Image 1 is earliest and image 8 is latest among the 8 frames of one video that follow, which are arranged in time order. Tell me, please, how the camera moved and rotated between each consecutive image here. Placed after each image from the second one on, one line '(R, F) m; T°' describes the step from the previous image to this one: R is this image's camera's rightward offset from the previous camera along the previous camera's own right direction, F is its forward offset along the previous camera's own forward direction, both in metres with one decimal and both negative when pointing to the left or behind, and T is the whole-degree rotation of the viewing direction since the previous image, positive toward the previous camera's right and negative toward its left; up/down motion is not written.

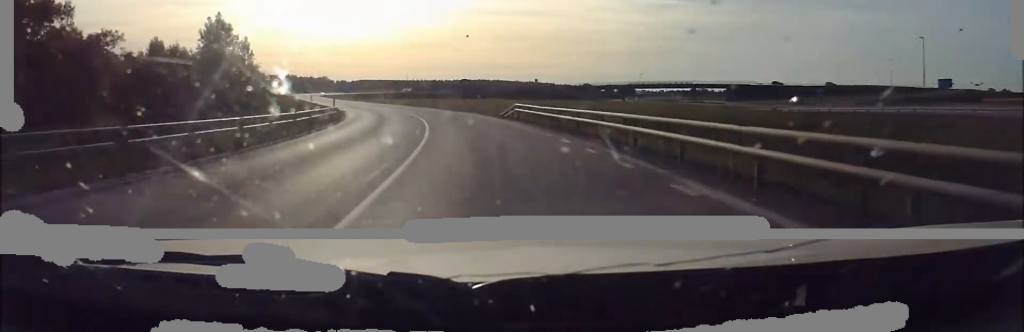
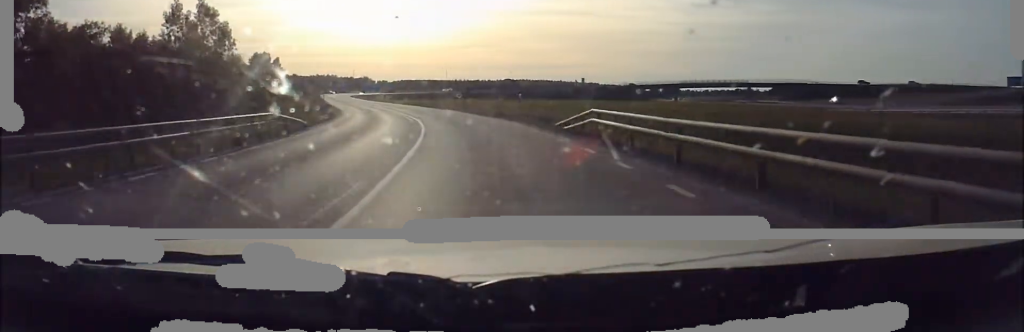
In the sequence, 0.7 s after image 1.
(-0.2, +15.6) m; -1°
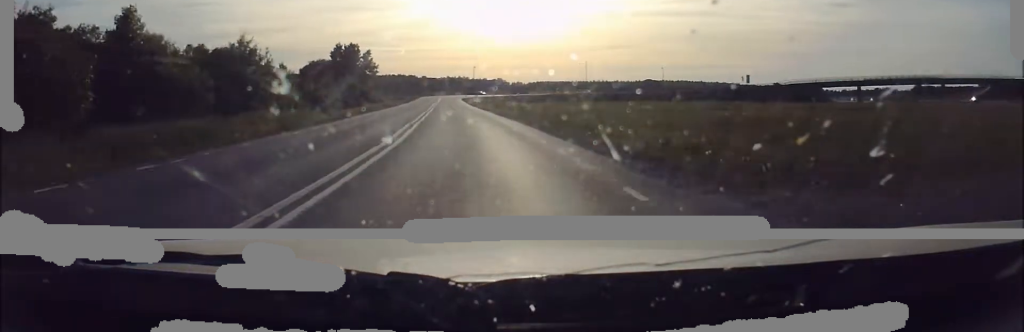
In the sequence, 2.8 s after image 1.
(-4.4, +45.2) m; -13°
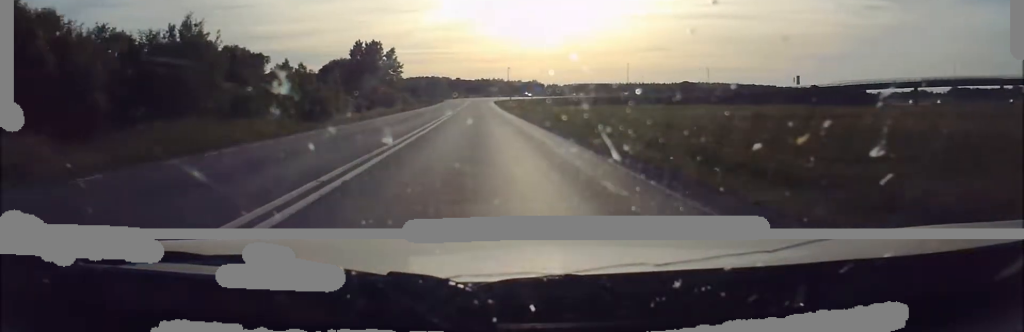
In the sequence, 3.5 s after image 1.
(-0.6, +14.6) m; -2°
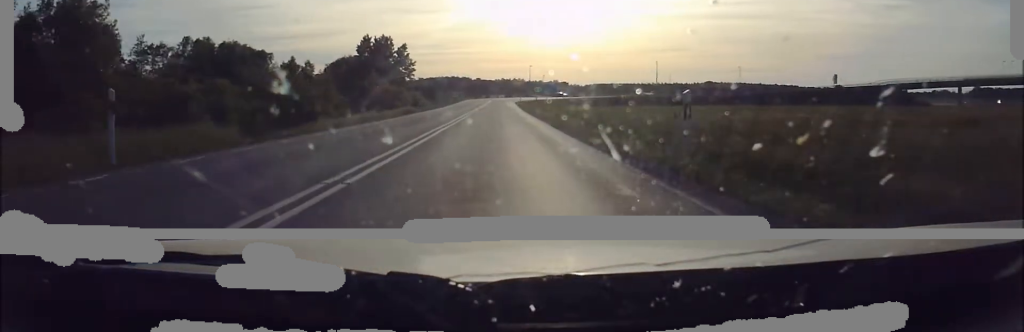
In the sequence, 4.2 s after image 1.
(0.0, +12.8) m; -2°
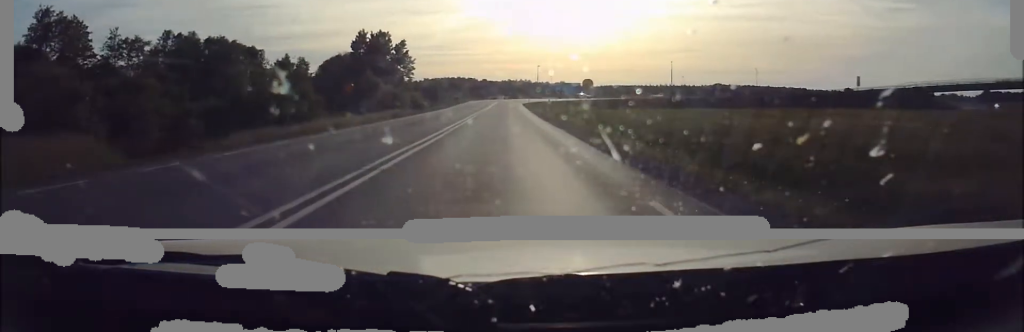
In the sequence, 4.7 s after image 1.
(0.0, +10.7) m; -2°
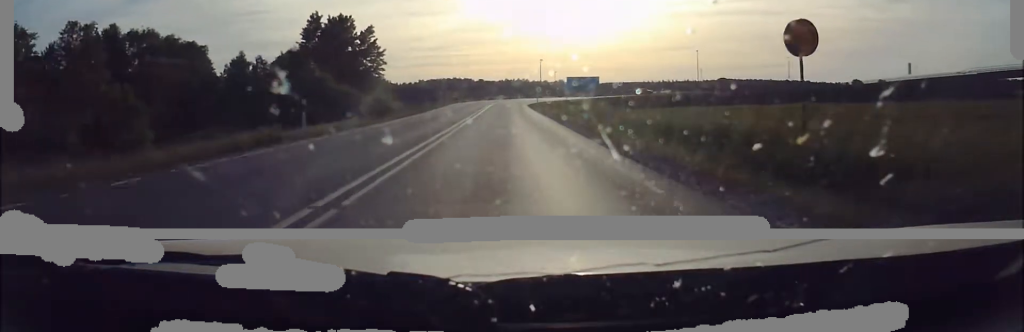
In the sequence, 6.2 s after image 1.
(-1.2, +29.4) m; -2°
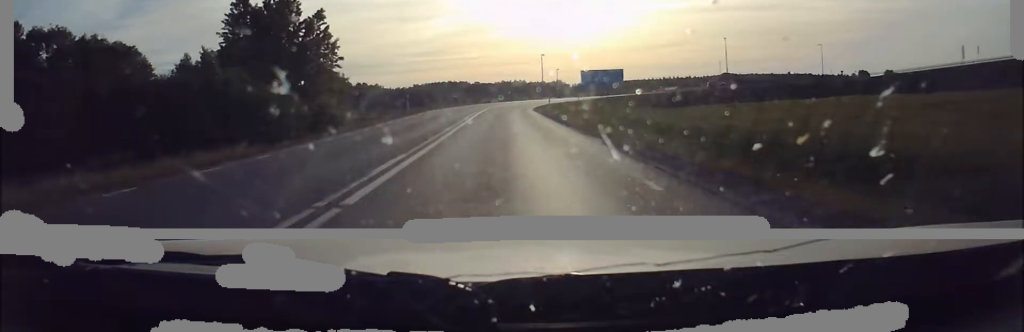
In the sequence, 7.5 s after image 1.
(+0.3, +25.4) m; +1°
